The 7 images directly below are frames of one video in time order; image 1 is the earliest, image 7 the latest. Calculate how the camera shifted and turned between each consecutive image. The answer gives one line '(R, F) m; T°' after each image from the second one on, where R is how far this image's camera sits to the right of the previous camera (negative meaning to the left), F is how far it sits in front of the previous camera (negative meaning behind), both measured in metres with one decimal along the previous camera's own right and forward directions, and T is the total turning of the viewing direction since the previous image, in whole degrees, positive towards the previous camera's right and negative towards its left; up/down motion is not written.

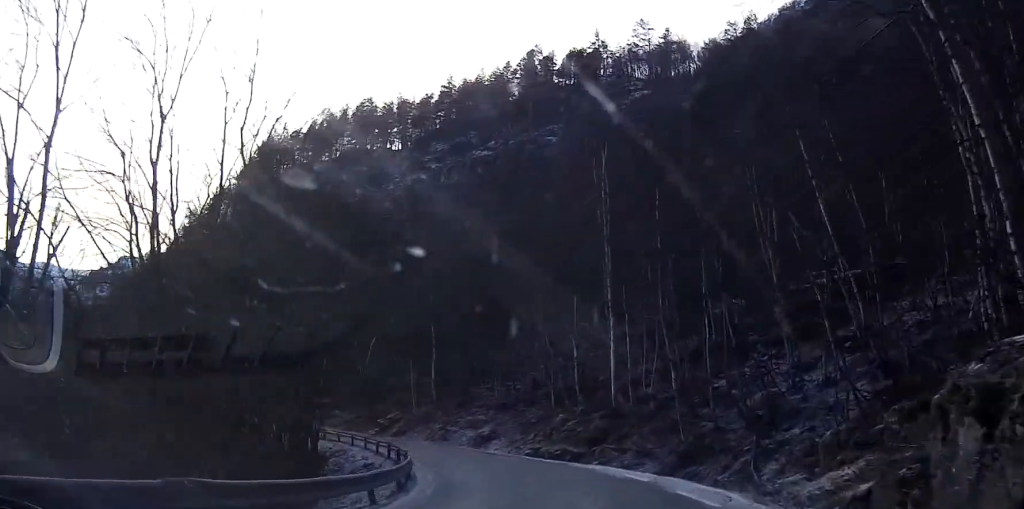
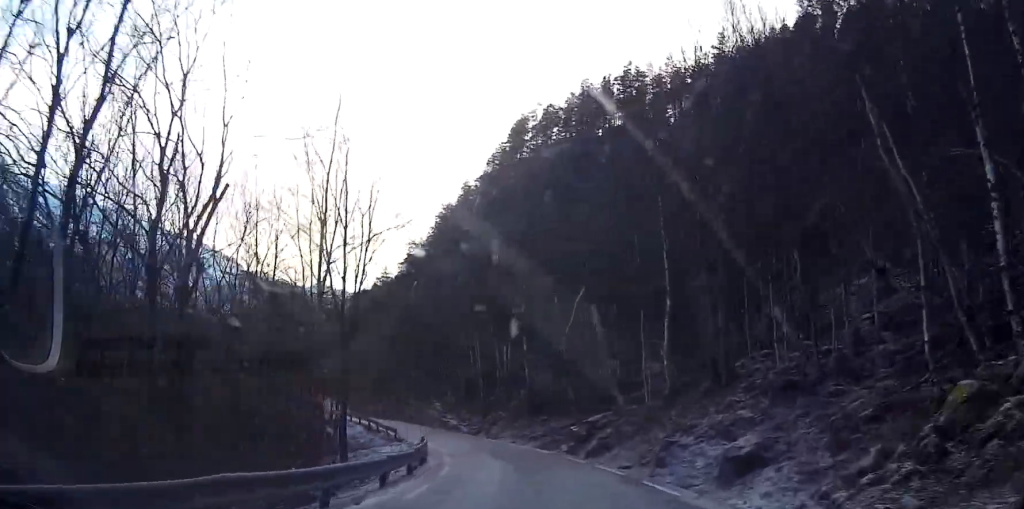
(-4.3, +27.4) m; -16°
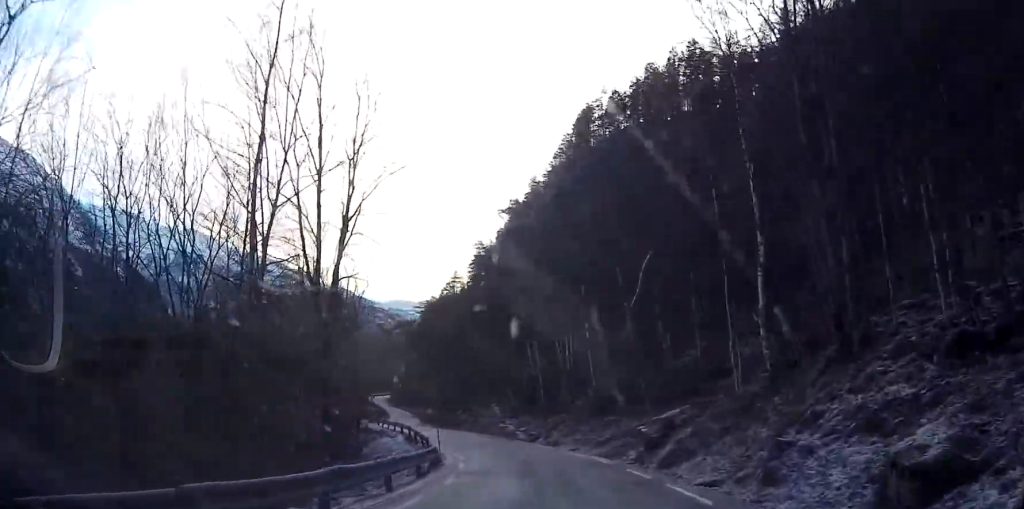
(-0.3, +8.0) m; -4°
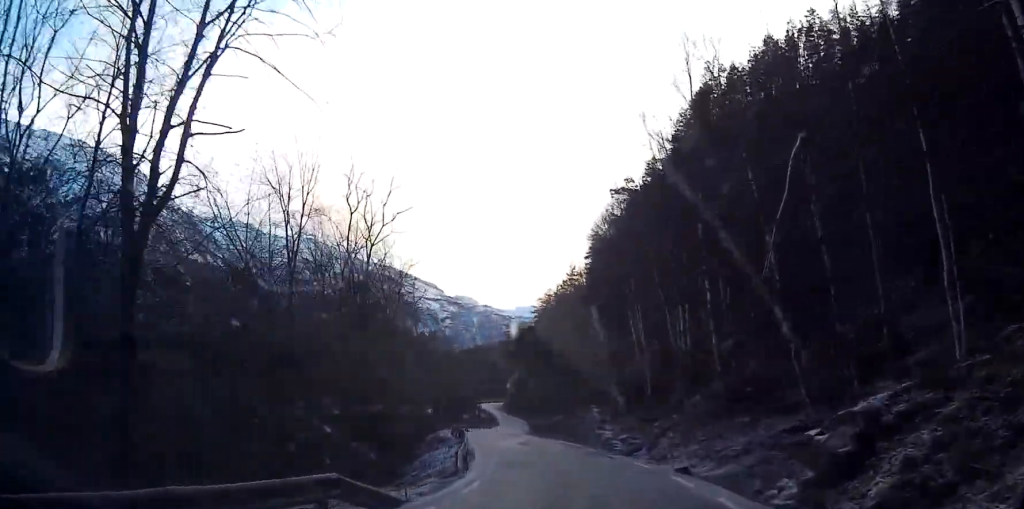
(-0.7, +11.8) m; -11°
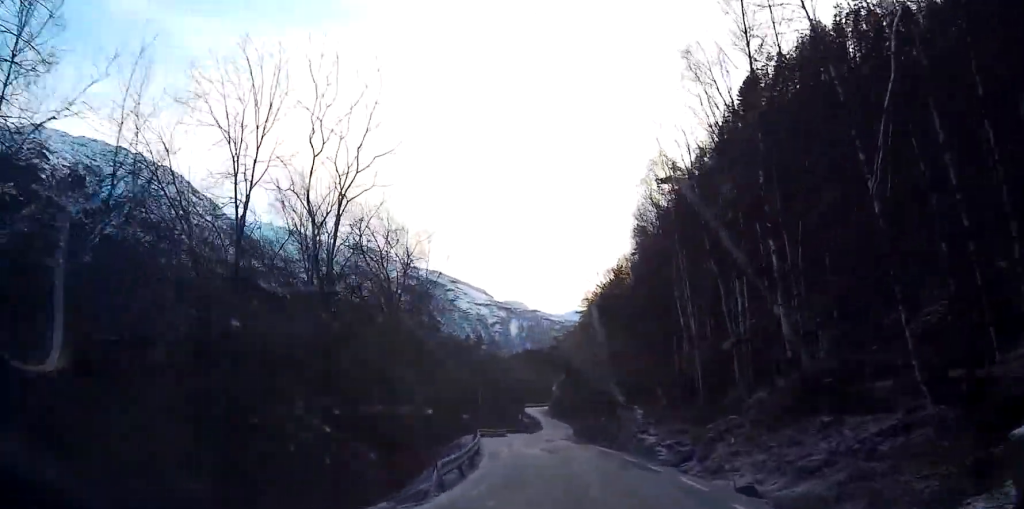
(-0.3, +5.5) m; -7°
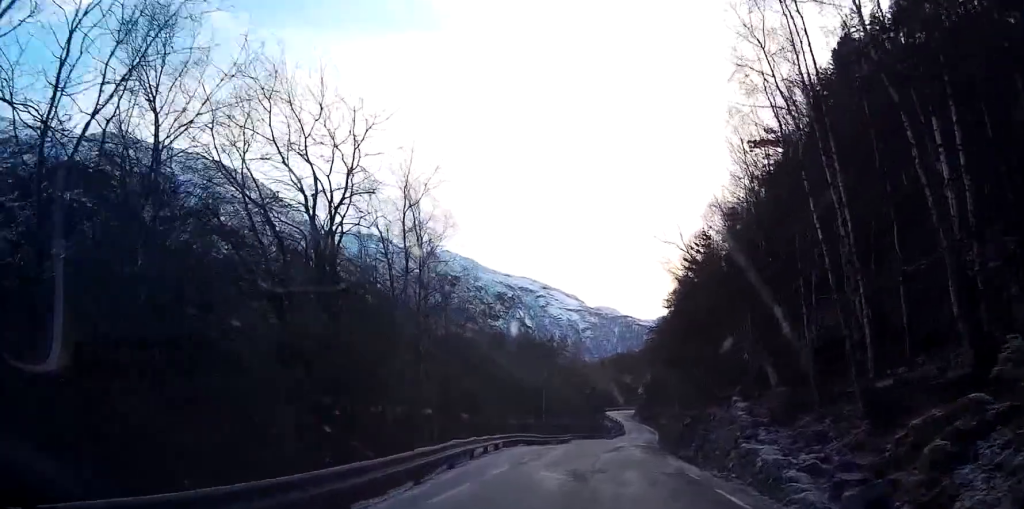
(-1.5, +13.8) m; -8°
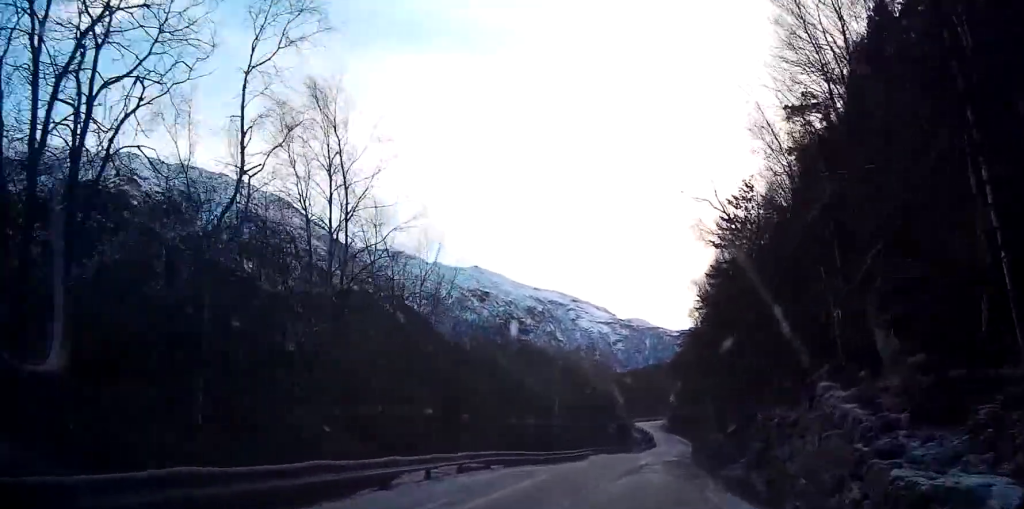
(-0.1, +12.2) m; -2°
